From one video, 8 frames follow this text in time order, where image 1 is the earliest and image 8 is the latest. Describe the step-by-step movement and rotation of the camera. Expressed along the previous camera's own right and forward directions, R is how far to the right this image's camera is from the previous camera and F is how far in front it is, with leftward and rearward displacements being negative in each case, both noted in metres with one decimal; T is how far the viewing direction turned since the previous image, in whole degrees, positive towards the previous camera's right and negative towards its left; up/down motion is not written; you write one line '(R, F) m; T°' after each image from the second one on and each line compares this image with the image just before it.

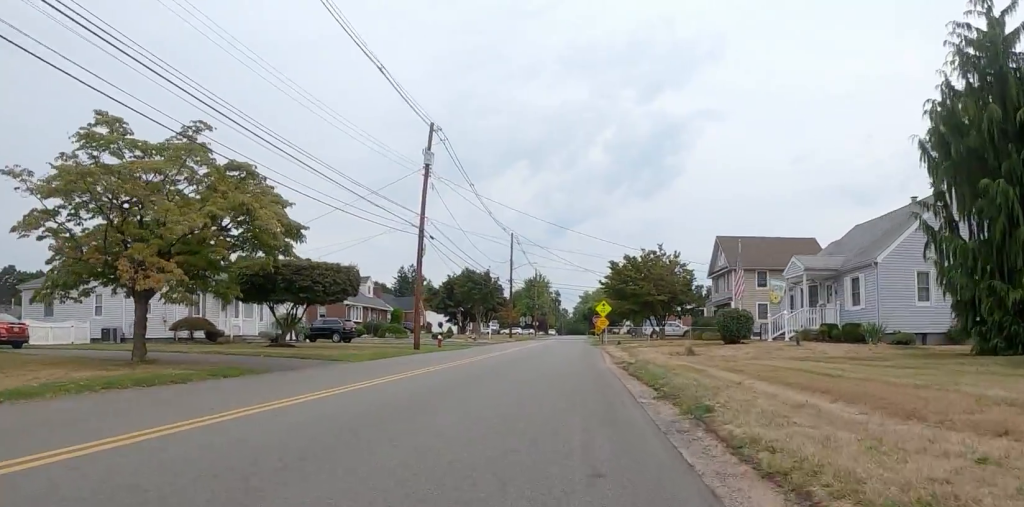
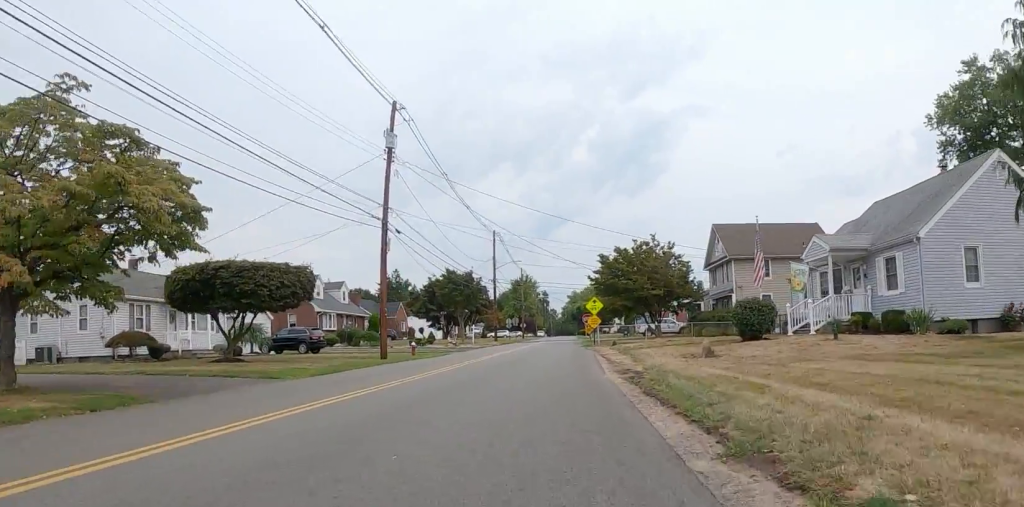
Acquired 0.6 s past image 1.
(+0.1, +4.0) m; +2°
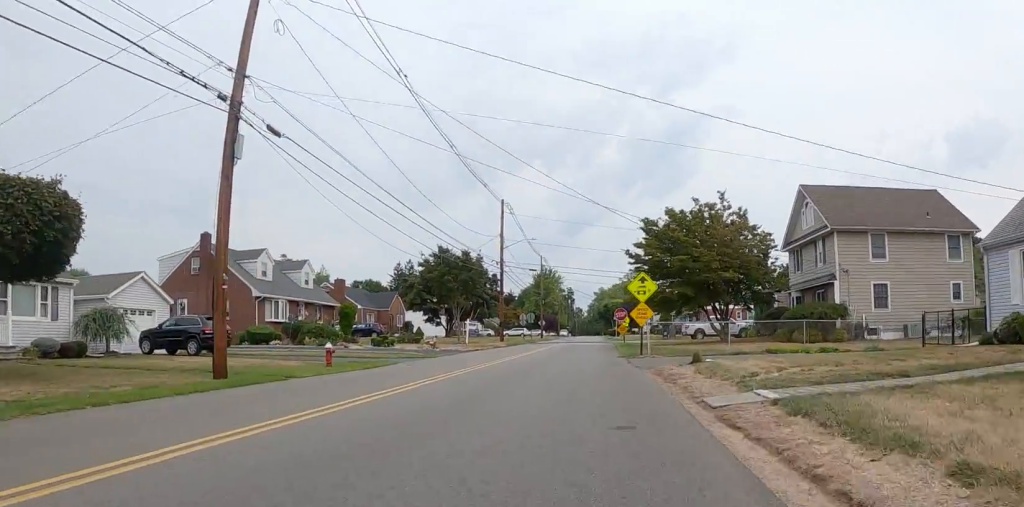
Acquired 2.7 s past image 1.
(+0.1, +14.4) m; 0°
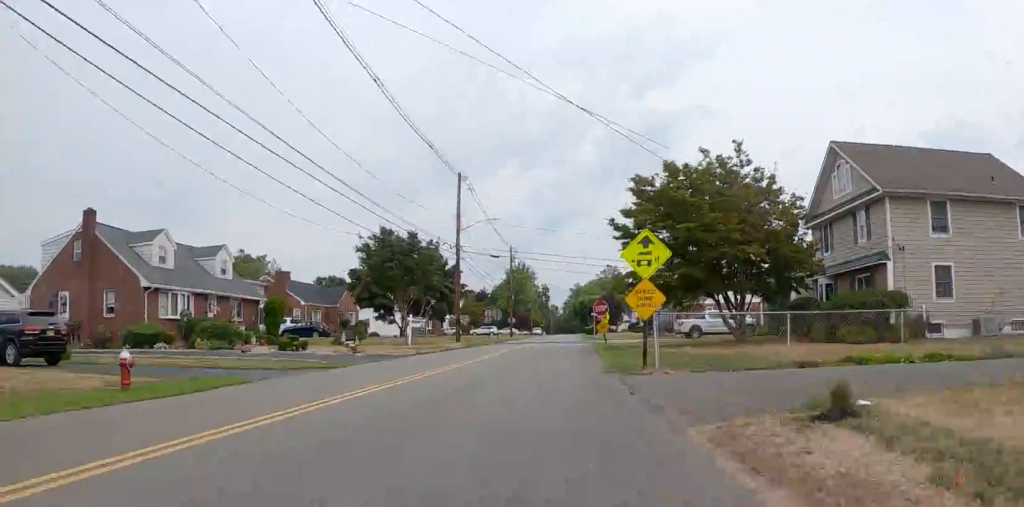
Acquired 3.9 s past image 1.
(0.0, +8.0) m; 0°
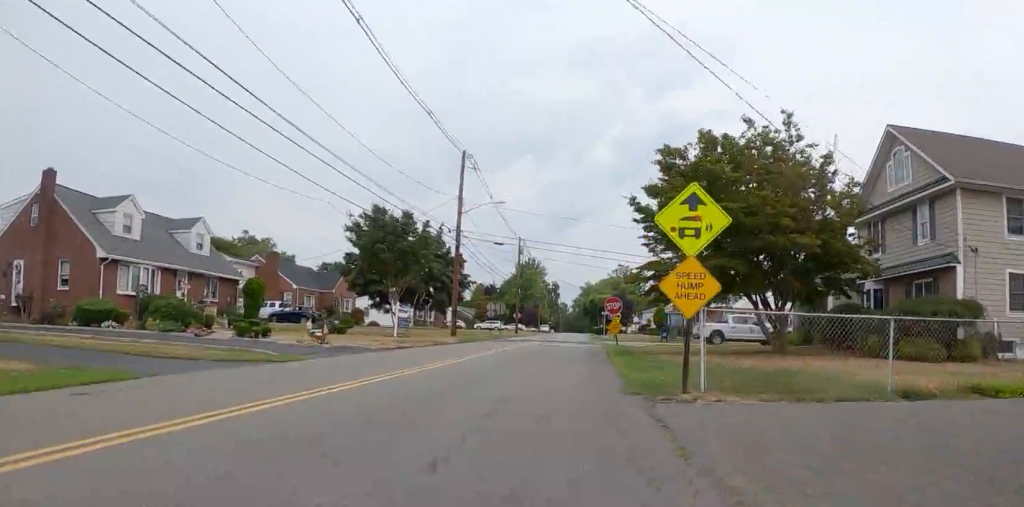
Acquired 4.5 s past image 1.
(0.0, +3.9) m; 0°
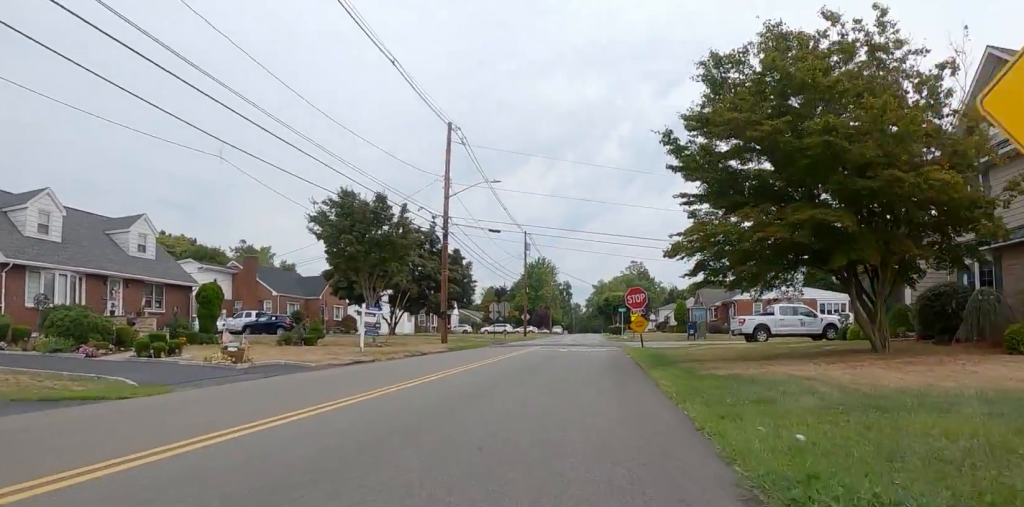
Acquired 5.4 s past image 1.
(0.0, +6.2) m; 0°
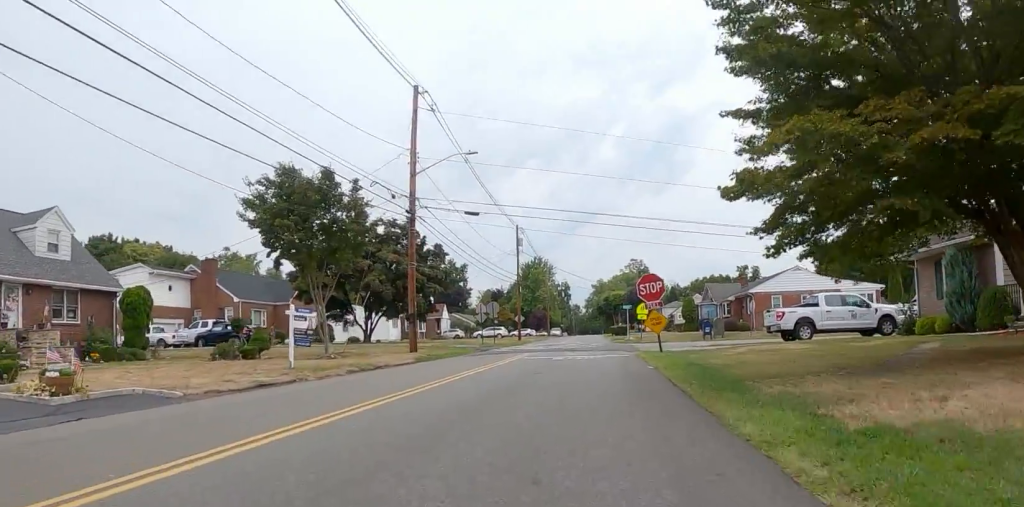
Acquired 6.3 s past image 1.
(0.0, +5.8) m; 0°
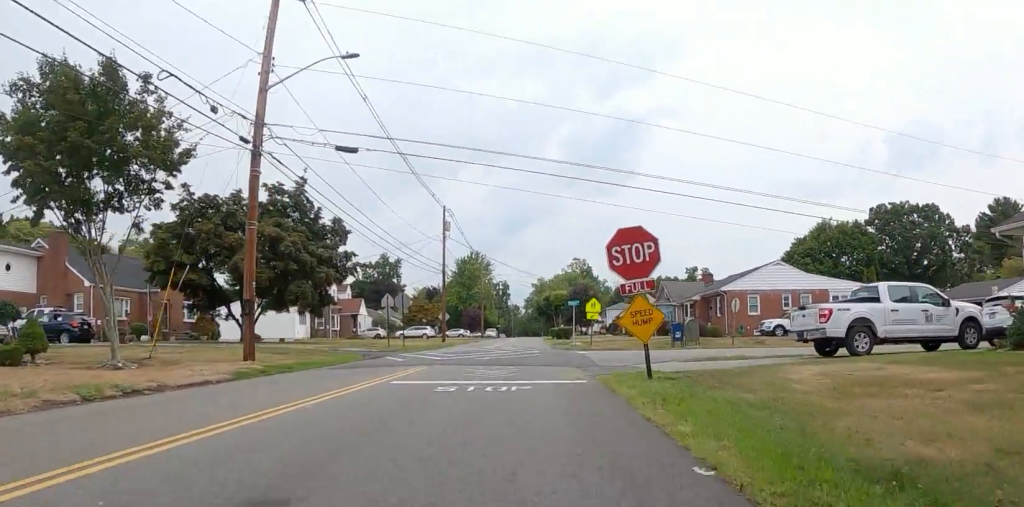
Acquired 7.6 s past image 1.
(0.0, +9.2) m; 0°
